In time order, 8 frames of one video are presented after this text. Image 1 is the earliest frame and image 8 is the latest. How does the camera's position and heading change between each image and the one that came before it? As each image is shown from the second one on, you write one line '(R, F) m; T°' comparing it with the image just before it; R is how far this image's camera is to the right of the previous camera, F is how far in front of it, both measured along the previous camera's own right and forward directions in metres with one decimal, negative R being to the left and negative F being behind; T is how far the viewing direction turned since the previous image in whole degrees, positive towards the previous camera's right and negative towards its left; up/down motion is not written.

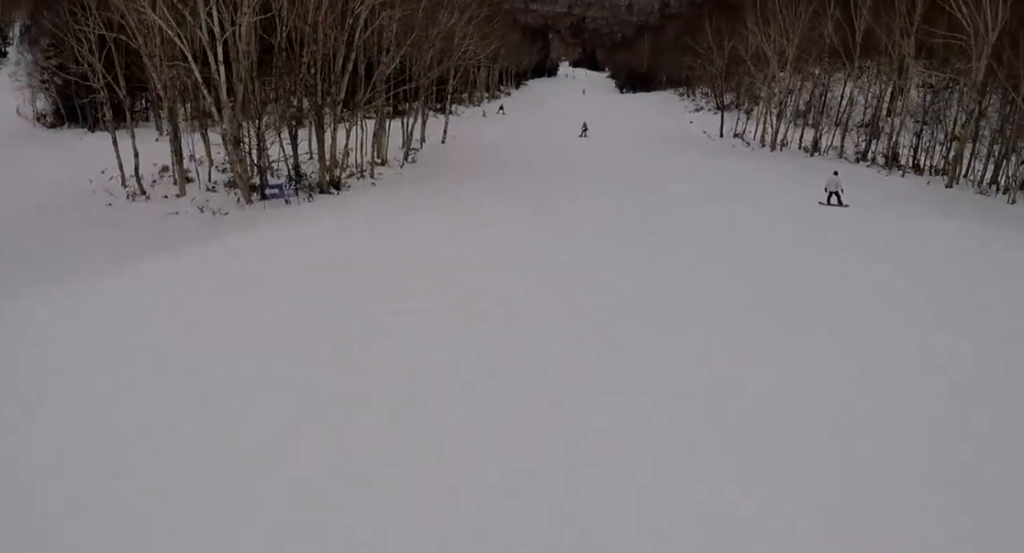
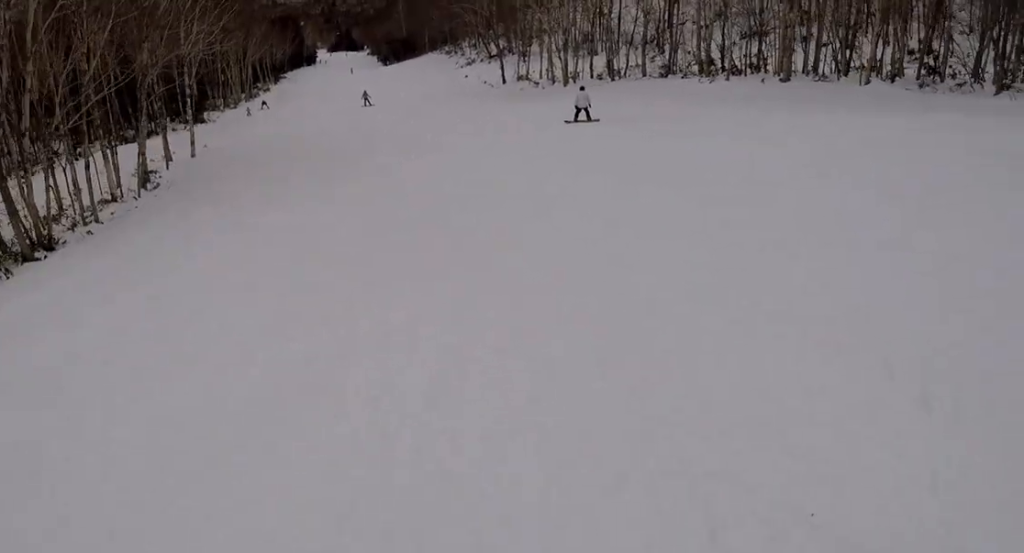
(+1.2, +7.1) m; +10°
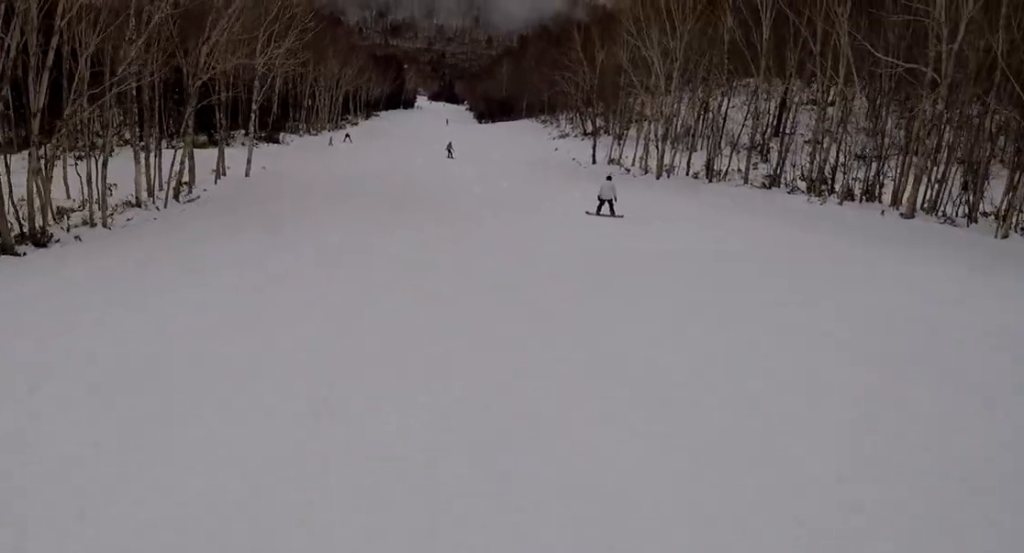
(+0.3, +4.6) m; -1°
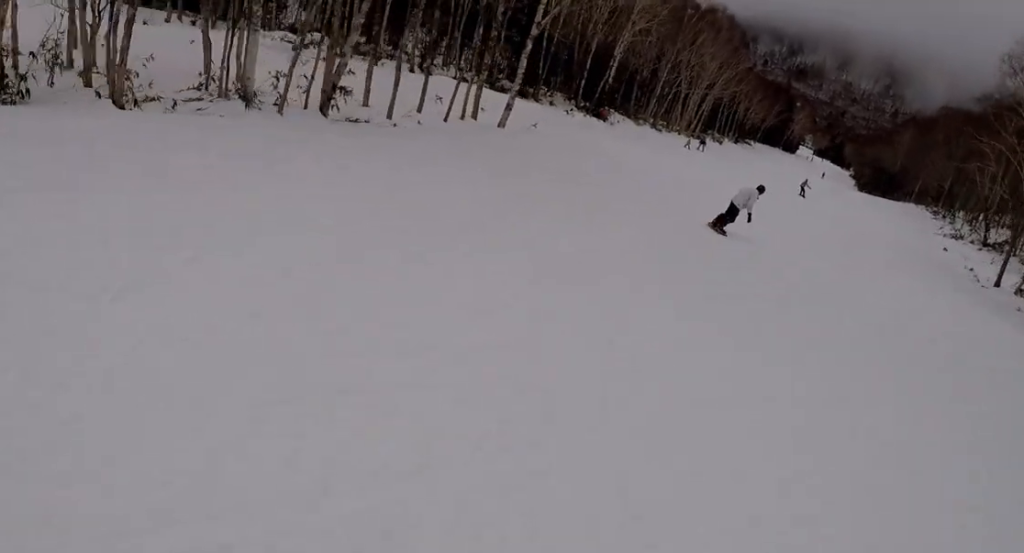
(-3.6, +13.8) m; -33°
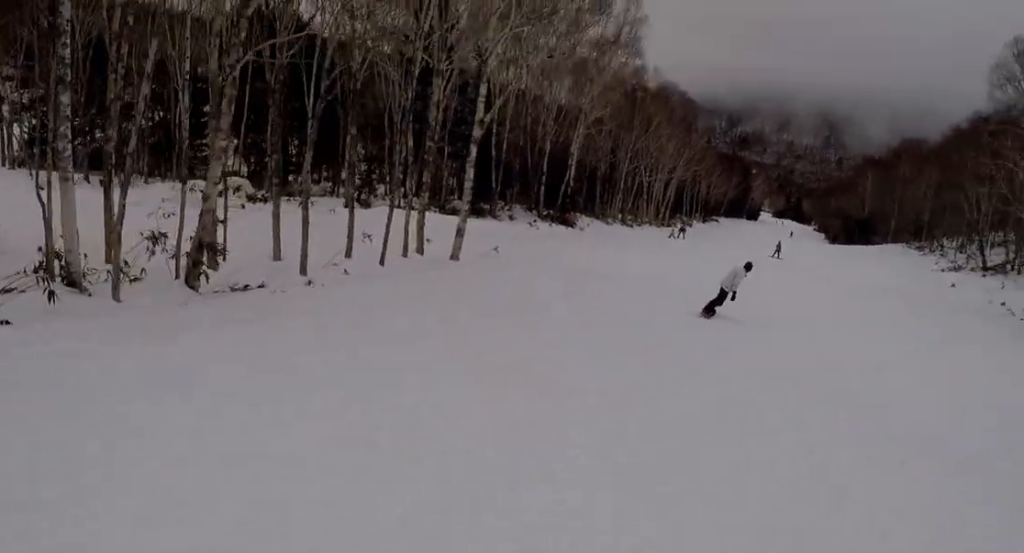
(-0.9, +6.9) m; -1°
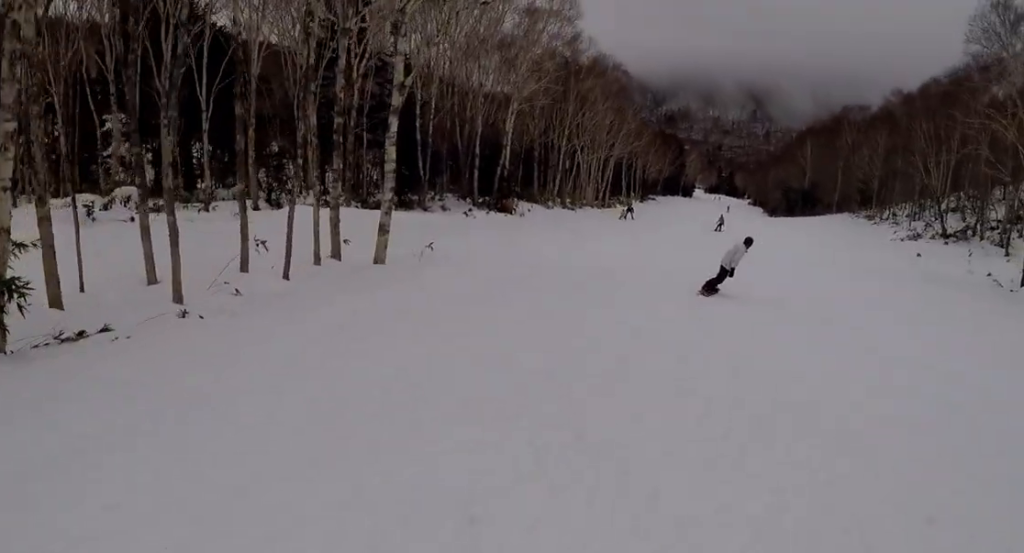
(0.0, +4.7) m; +5°
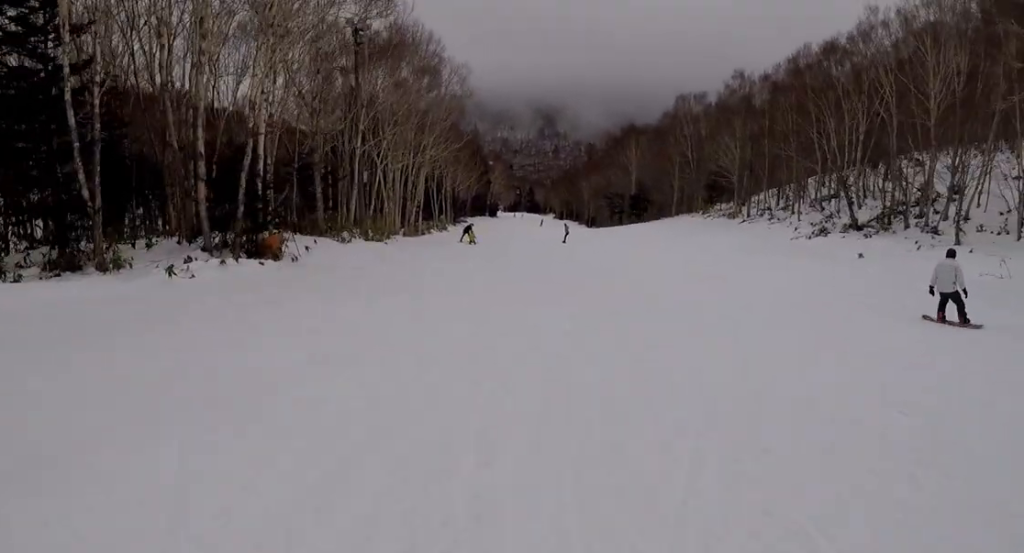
(+5.2, +17.4) m; +23°
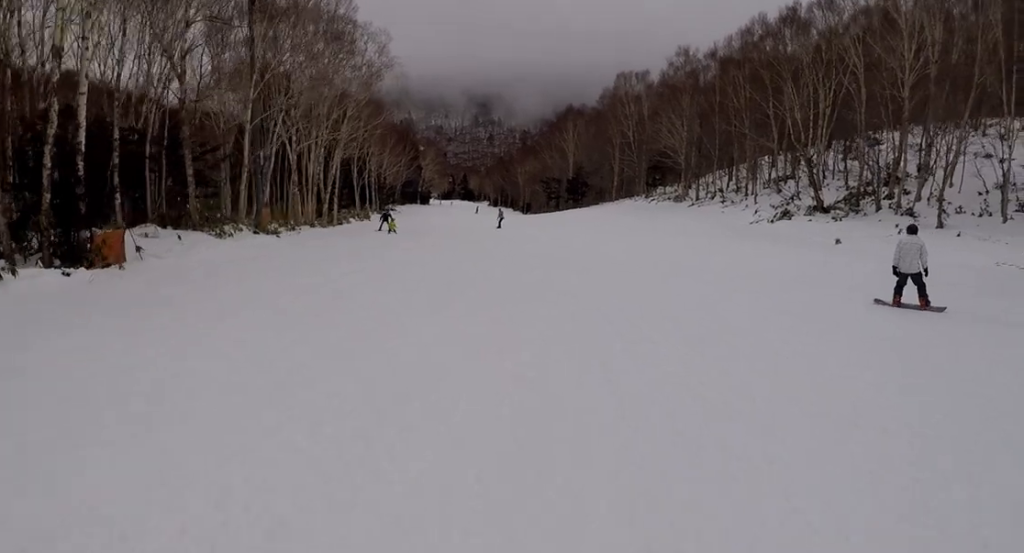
(+0.2, +6.0) m; -5°
